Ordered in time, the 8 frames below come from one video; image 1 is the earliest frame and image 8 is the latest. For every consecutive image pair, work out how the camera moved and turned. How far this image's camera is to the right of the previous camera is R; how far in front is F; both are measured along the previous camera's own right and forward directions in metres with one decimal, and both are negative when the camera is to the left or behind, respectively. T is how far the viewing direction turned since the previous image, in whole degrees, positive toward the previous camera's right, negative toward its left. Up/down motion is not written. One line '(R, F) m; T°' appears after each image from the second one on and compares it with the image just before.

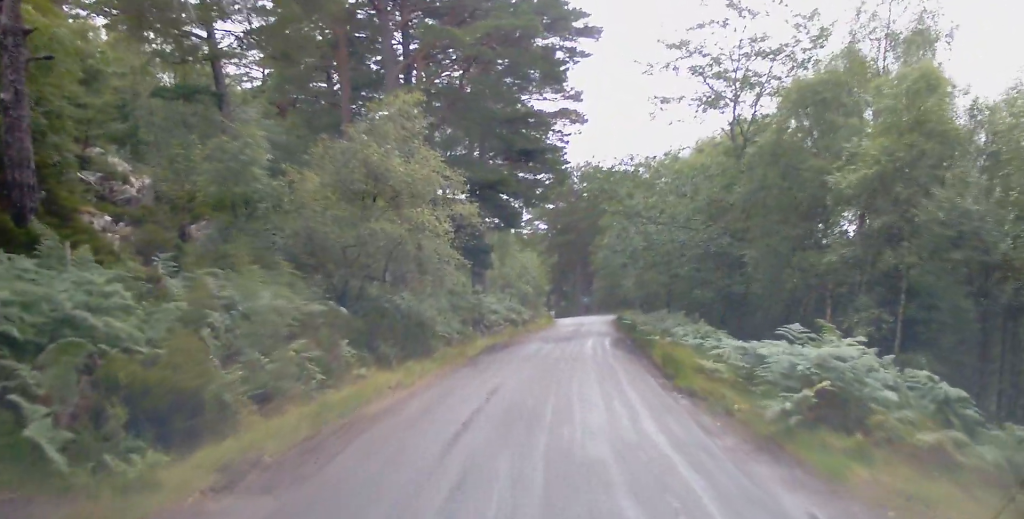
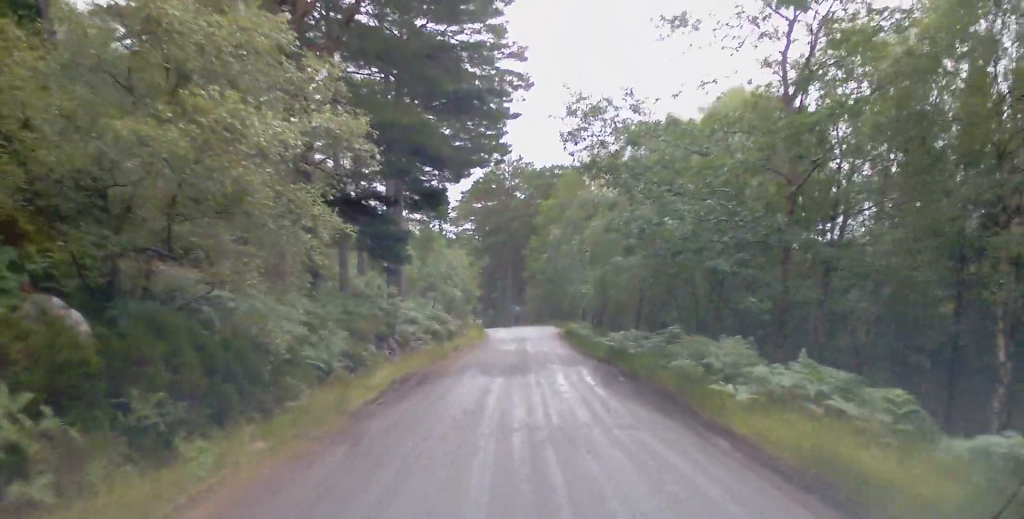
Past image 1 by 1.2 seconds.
(+0.4, +10.4) m; +6°
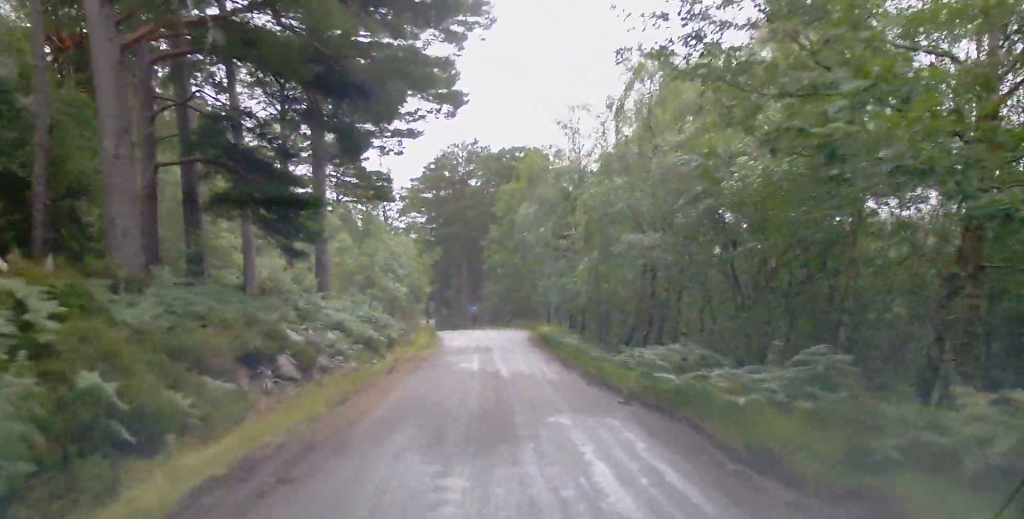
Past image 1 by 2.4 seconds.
(+0.7, +9.6) m; +5°
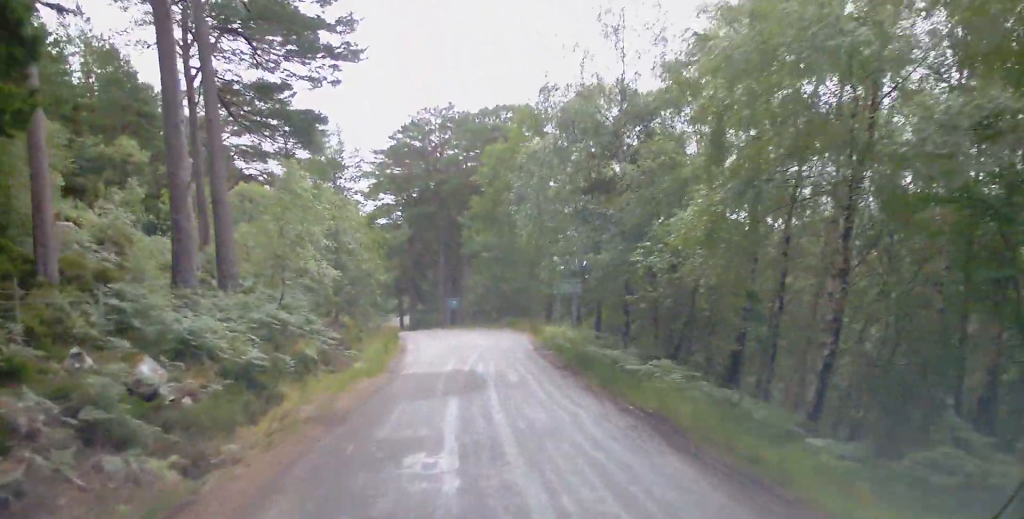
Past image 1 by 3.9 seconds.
(-0.1, +13.4) m; -1°
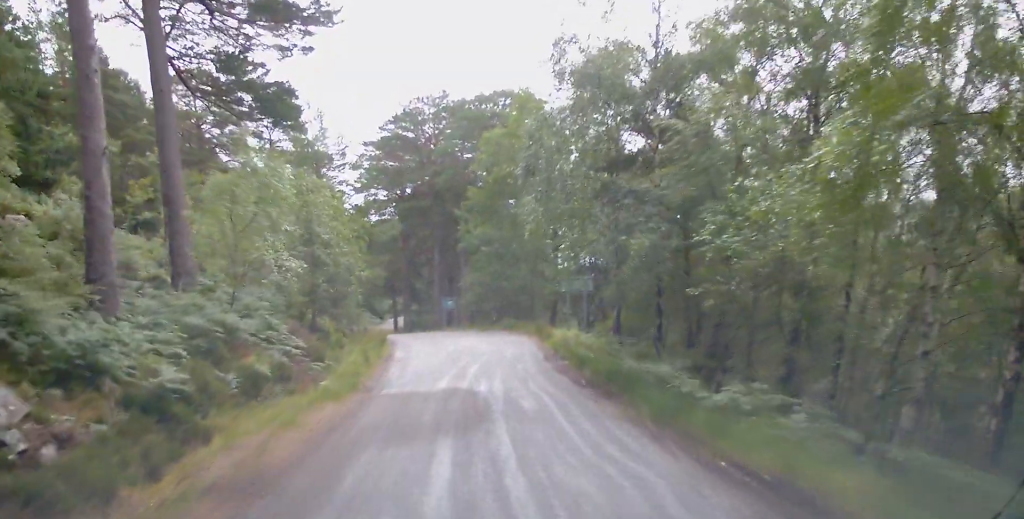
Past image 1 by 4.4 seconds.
(0.0, +4.1) m; 0°
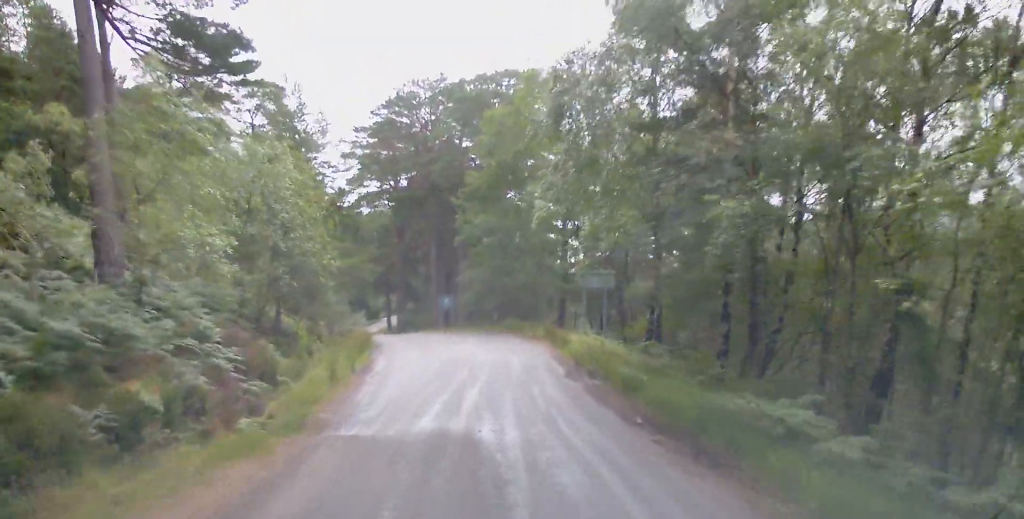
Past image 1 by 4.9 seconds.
(0.0, +4.9) m; 0°
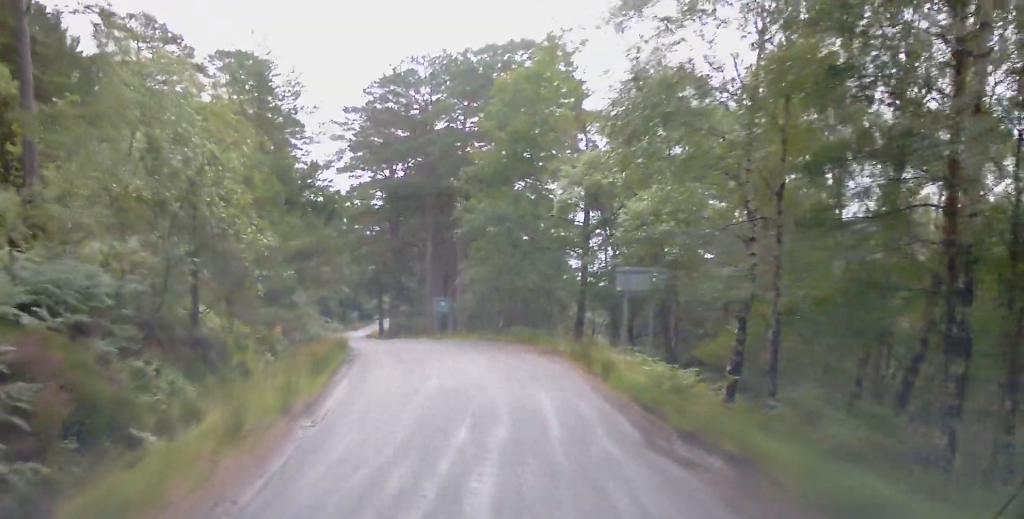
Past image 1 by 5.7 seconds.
(0.0, +6.8) m; +1°
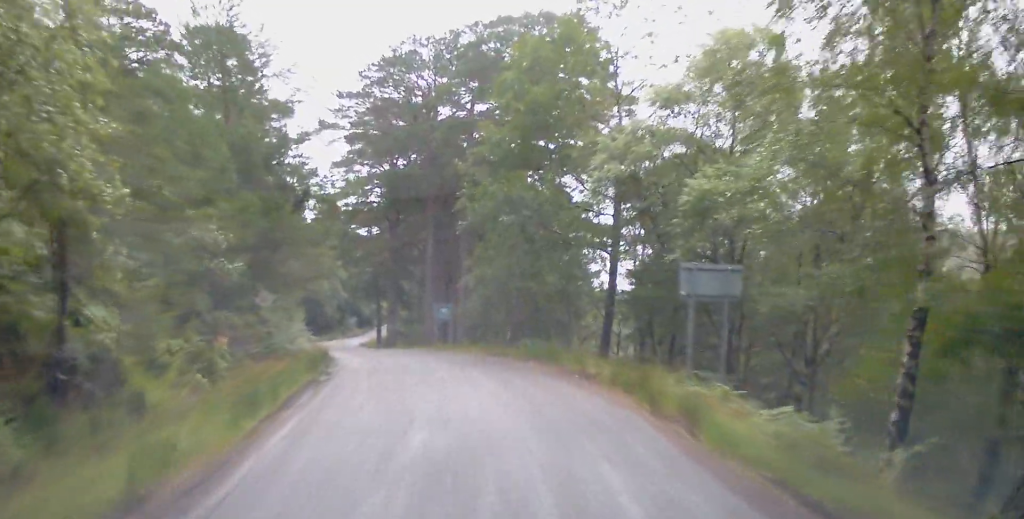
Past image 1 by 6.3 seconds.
(0.0, +5.6) m; 0°
